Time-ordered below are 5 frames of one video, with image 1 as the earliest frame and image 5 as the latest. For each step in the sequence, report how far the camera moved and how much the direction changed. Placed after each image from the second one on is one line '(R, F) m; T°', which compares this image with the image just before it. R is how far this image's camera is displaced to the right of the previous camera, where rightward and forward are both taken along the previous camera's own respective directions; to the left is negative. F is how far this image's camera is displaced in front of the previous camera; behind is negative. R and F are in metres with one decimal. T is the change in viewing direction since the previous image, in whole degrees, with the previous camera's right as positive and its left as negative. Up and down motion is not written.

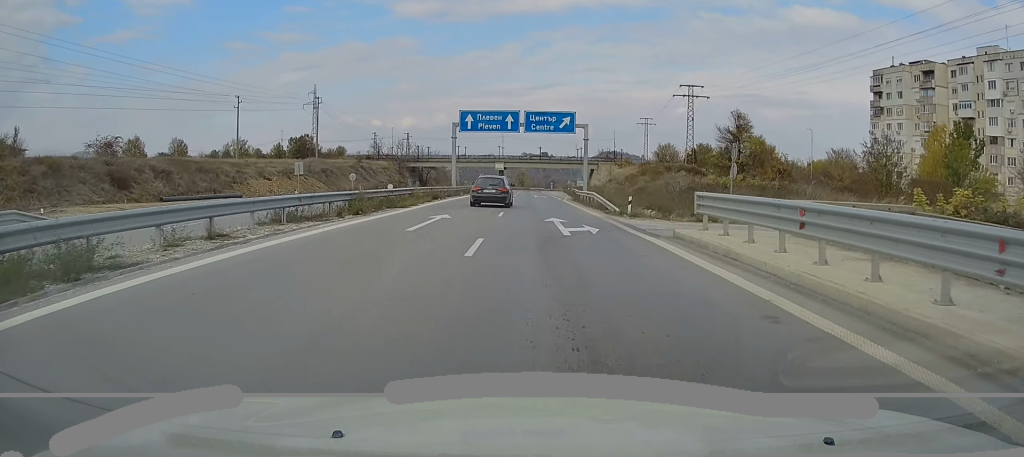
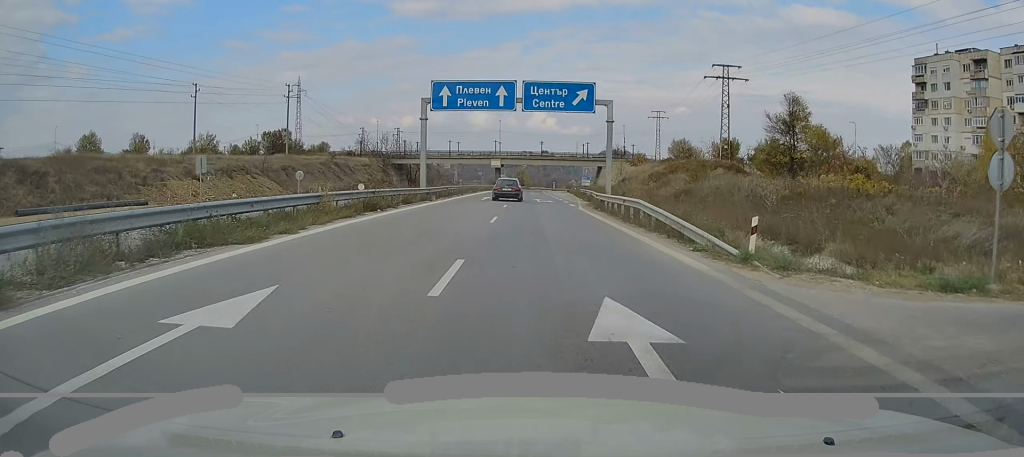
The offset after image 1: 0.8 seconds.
(0.0, +15.4) m; 0°
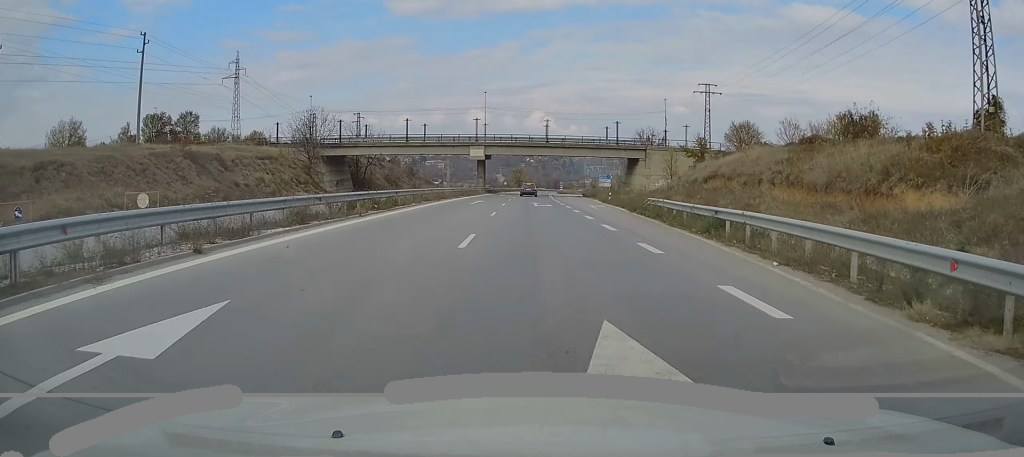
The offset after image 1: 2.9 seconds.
(+0.1, +42.6) m; 0°
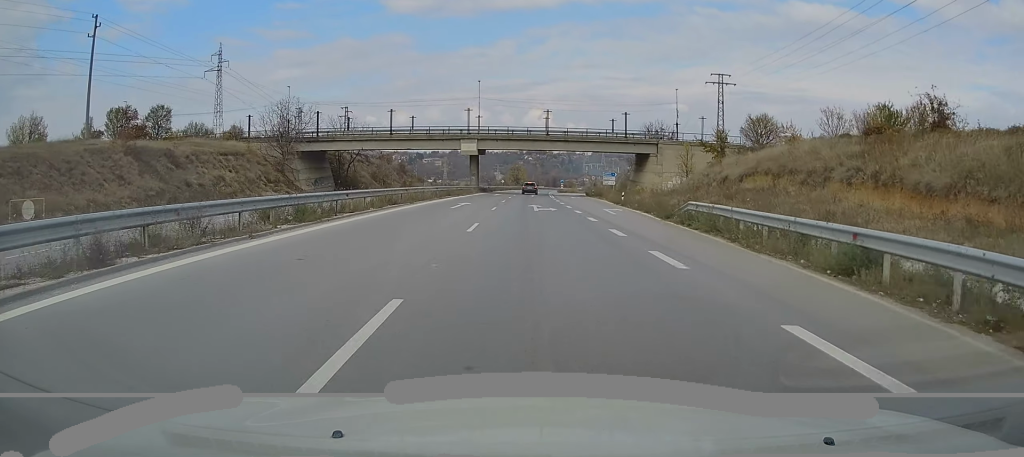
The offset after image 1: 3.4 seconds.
(0.0, +8.5) m; 0°
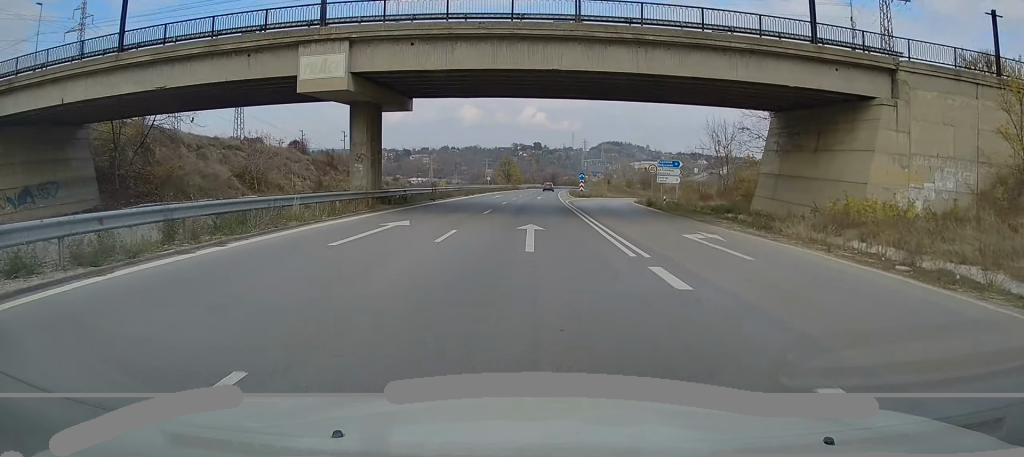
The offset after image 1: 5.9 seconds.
(+0.1, +49.9) m; +1°
